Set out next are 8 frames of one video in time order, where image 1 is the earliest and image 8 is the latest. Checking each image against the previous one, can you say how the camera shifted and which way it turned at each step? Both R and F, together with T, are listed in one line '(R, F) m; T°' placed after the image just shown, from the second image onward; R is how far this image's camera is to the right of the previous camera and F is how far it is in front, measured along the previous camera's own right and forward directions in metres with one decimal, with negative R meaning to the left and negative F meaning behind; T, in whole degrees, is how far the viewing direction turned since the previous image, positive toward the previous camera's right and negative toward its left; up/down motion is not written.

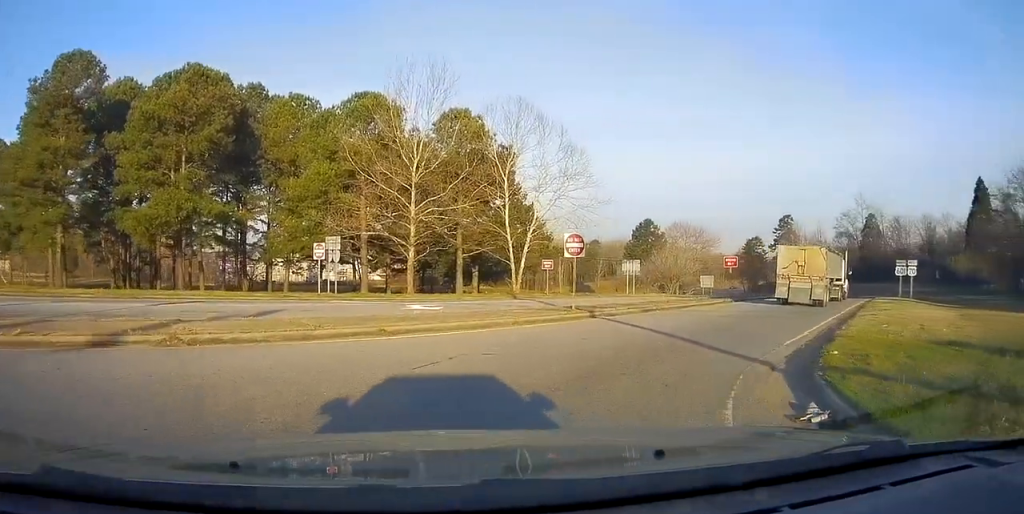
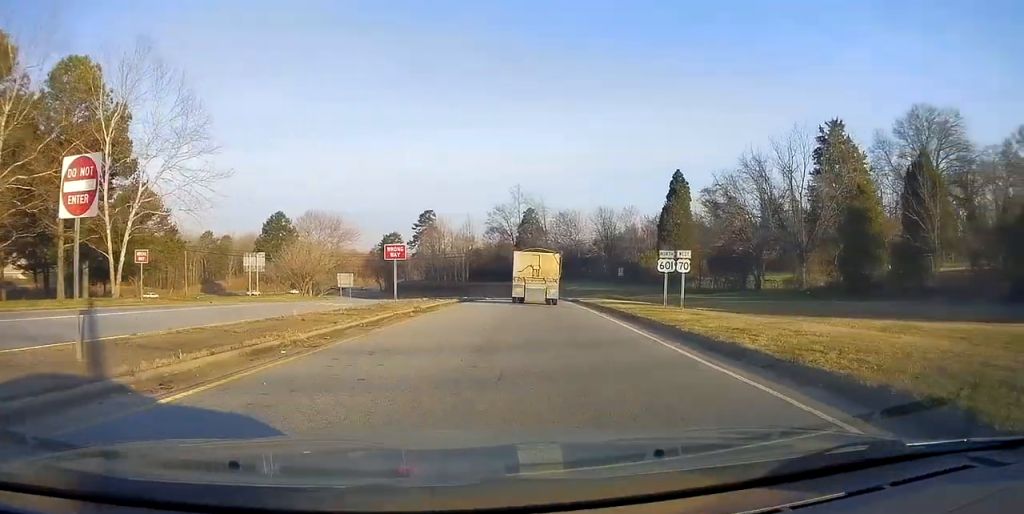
(+3.0, +12.6) m; +27°
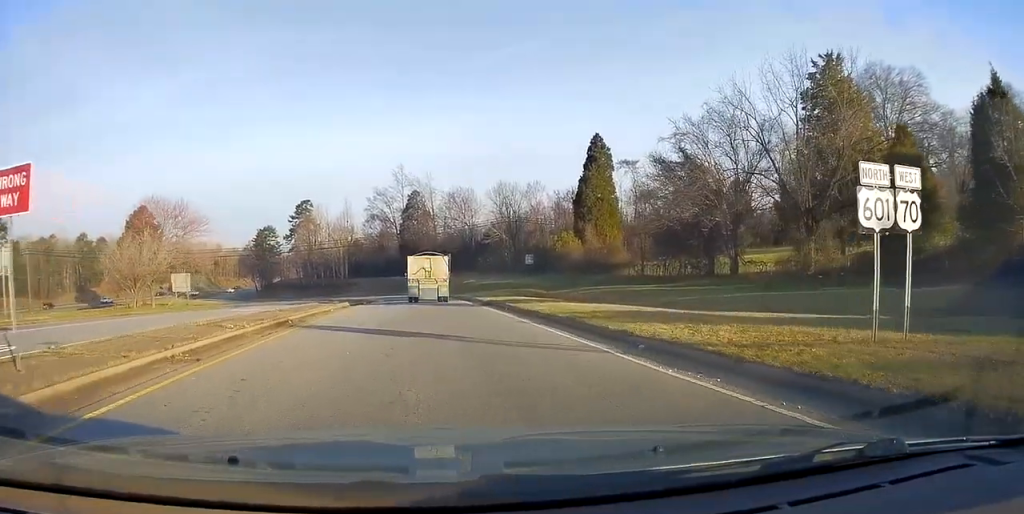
(+4.2, +16.3) m; +24°
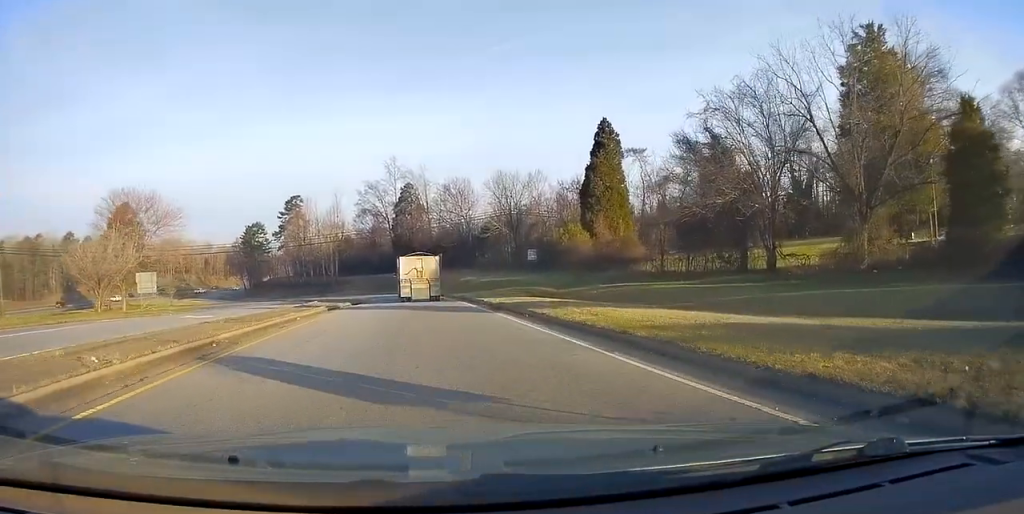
(+0.3, +5.7) m; +5°
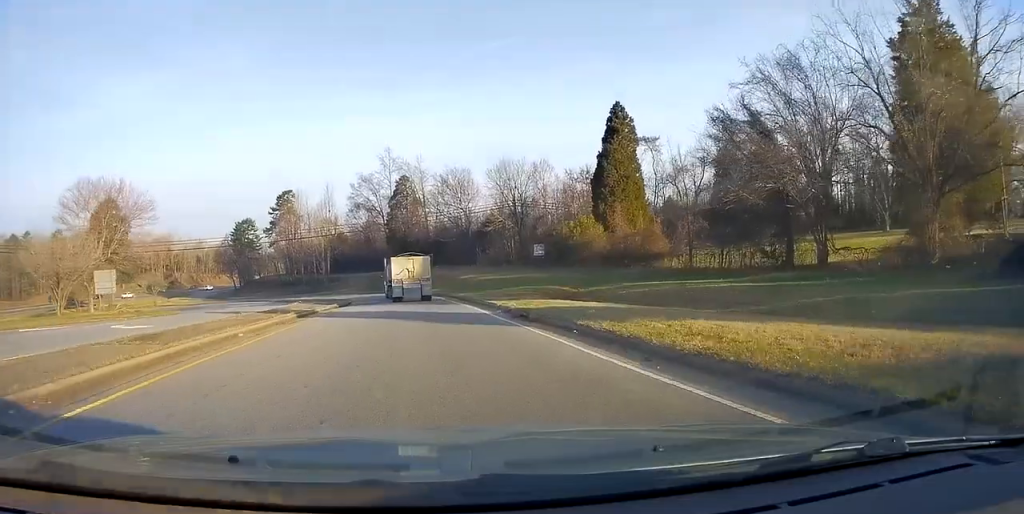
(+0.5, +6.1) m; +3°
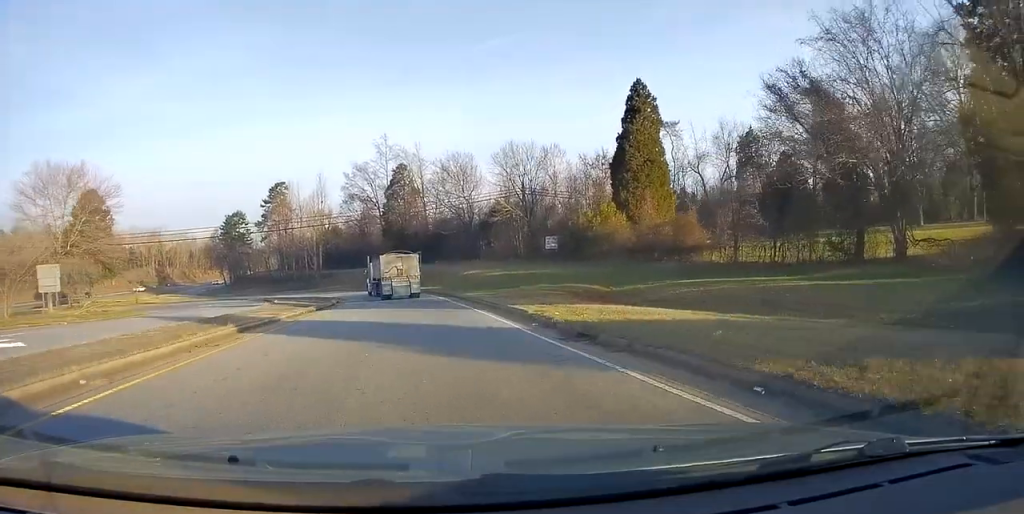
(+0.2, +6.9) m; +3°
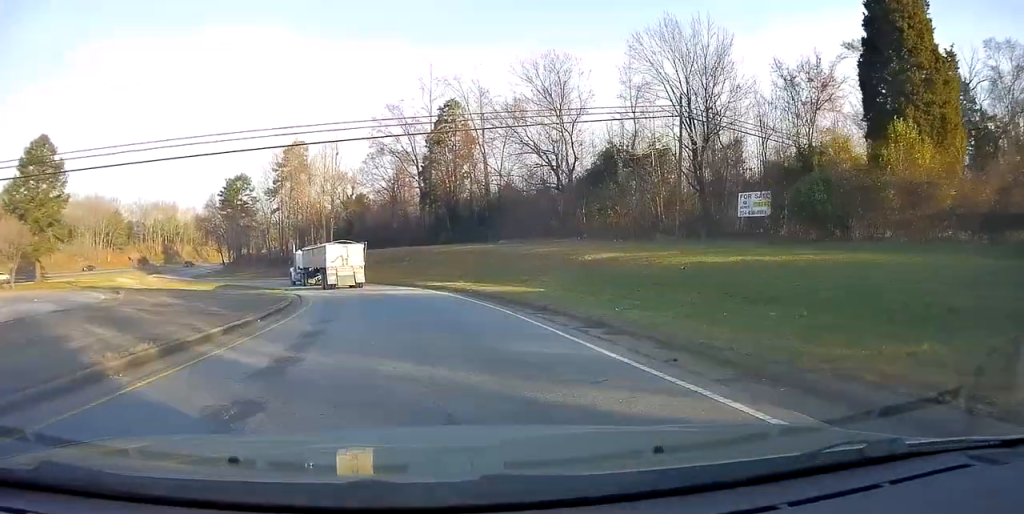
(+0.7, +32.6) m; -4°
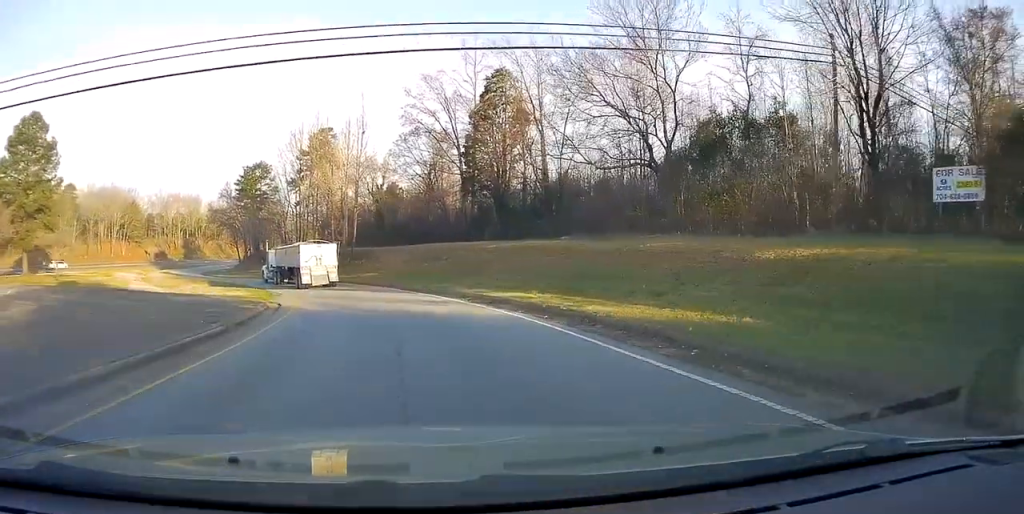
(-0.7, +12.5) m; -6°
